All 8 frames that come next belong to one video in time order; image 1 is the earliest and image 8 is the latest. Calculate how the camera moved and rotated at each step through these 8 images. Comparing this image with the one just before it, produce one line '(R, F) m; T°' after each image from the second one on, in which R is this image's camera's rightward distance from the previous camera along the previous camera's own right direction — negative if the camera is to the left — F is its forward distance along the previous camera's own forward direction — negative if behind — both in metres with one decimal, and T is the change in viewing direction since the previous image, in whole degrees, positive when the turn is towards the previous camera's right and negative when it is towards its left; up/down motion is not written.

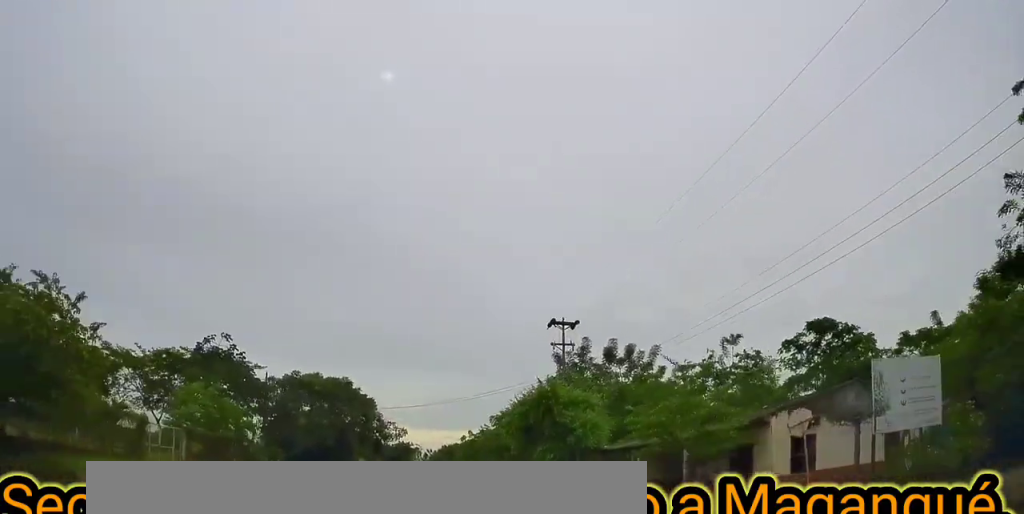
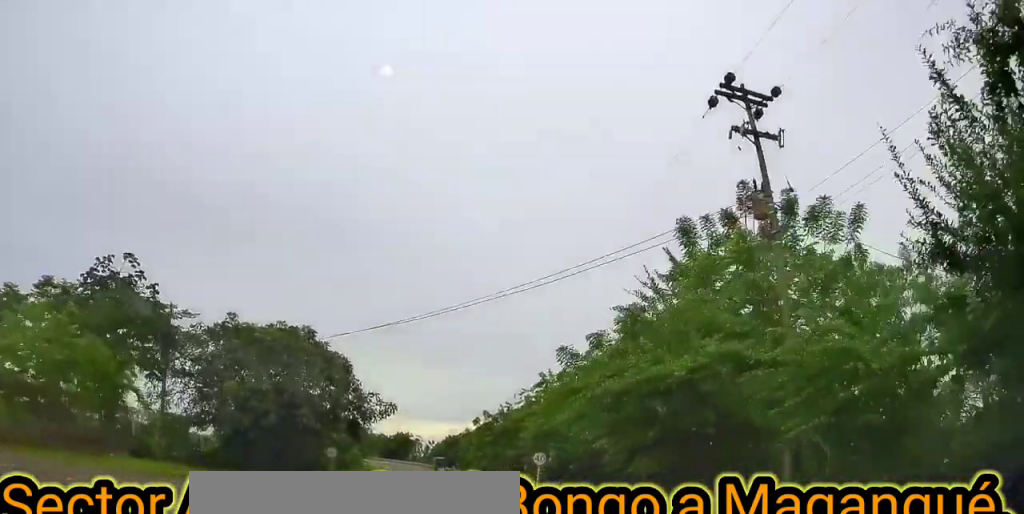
(+0.7, +20.5) m; +2°
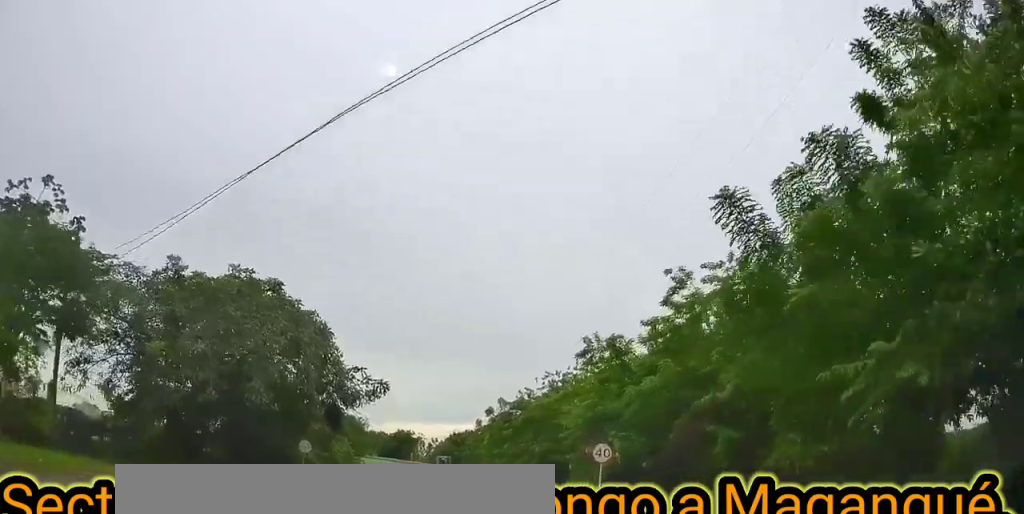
(-0.1, +10.8) m; 0°
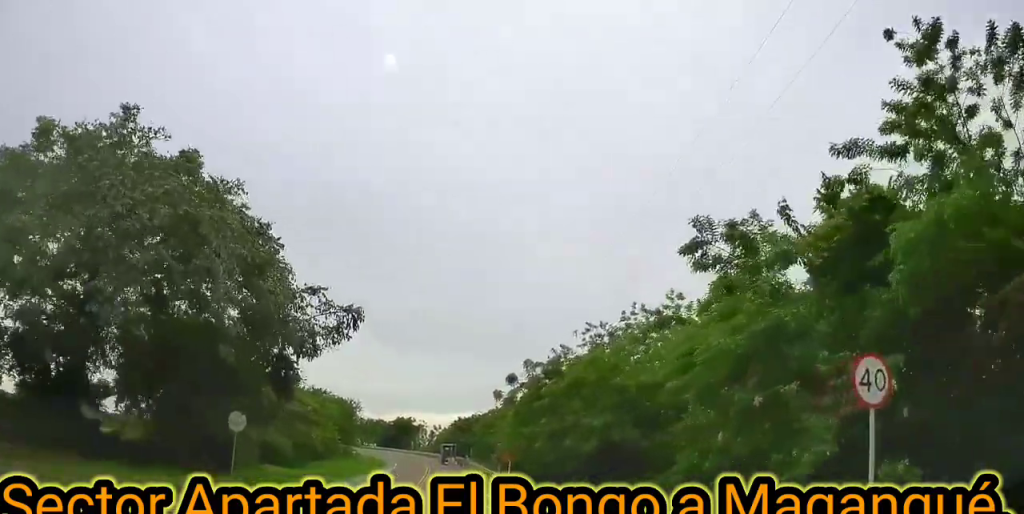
(0.0, +12.7) m; 0°
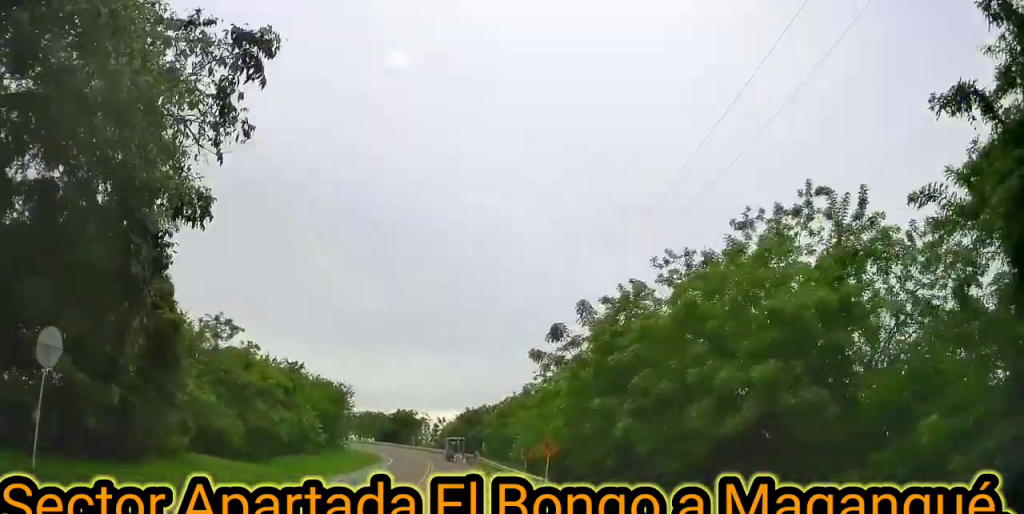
(0.0, +12.1) m; -1°
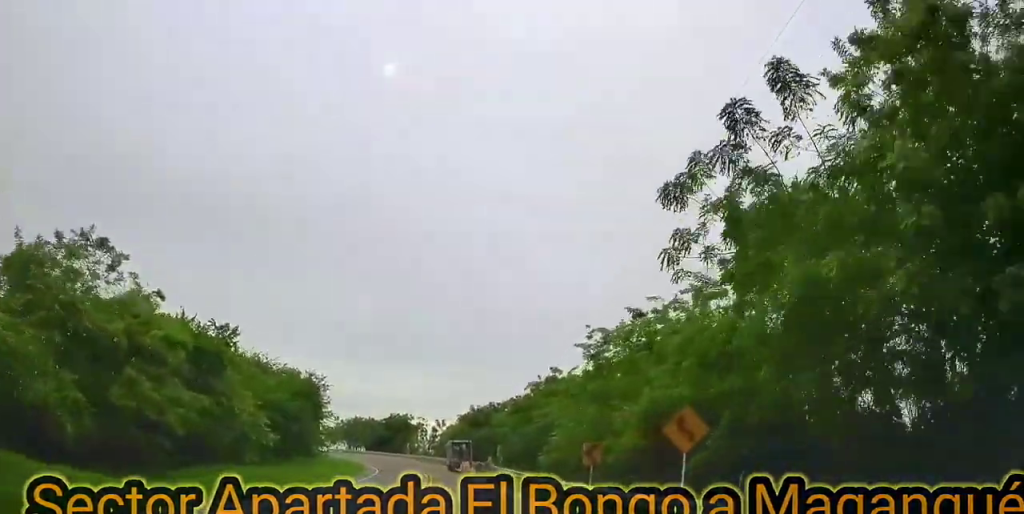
(-0.1, +15.2) m; -1°
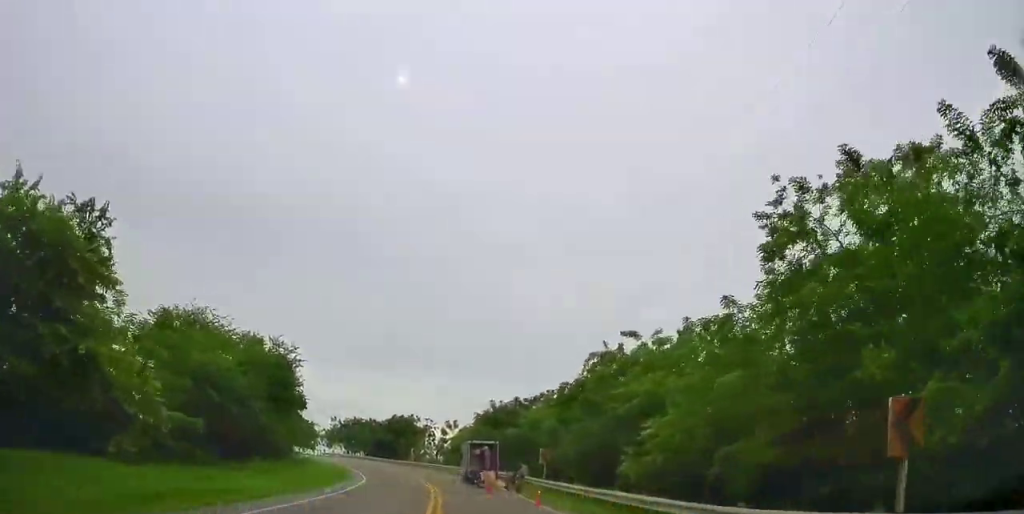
(-0.2, +15.1) m; -1°
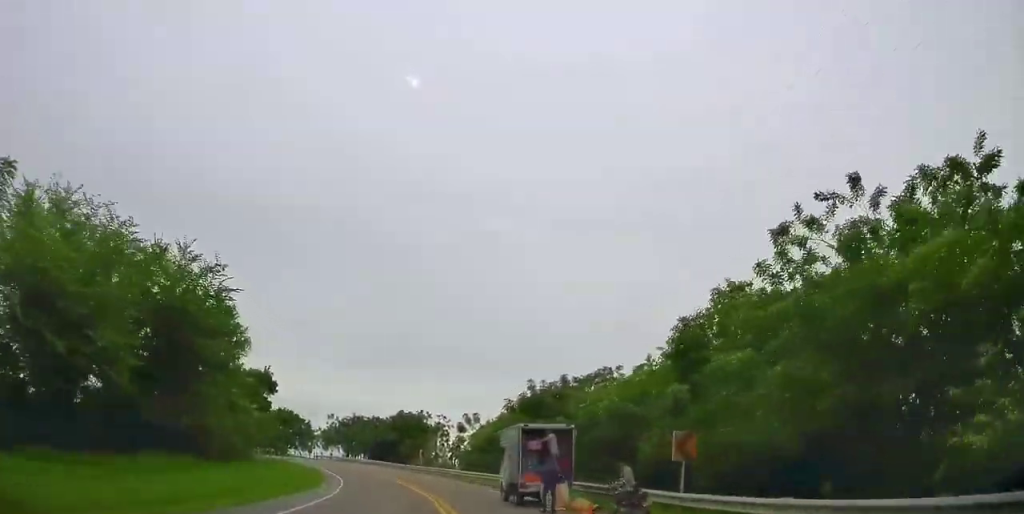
(0.0, +16.2) m; 0°
